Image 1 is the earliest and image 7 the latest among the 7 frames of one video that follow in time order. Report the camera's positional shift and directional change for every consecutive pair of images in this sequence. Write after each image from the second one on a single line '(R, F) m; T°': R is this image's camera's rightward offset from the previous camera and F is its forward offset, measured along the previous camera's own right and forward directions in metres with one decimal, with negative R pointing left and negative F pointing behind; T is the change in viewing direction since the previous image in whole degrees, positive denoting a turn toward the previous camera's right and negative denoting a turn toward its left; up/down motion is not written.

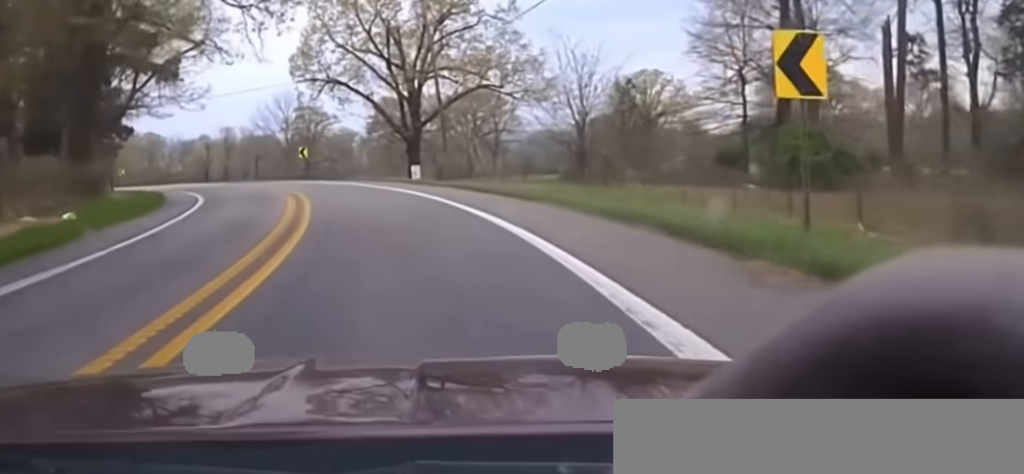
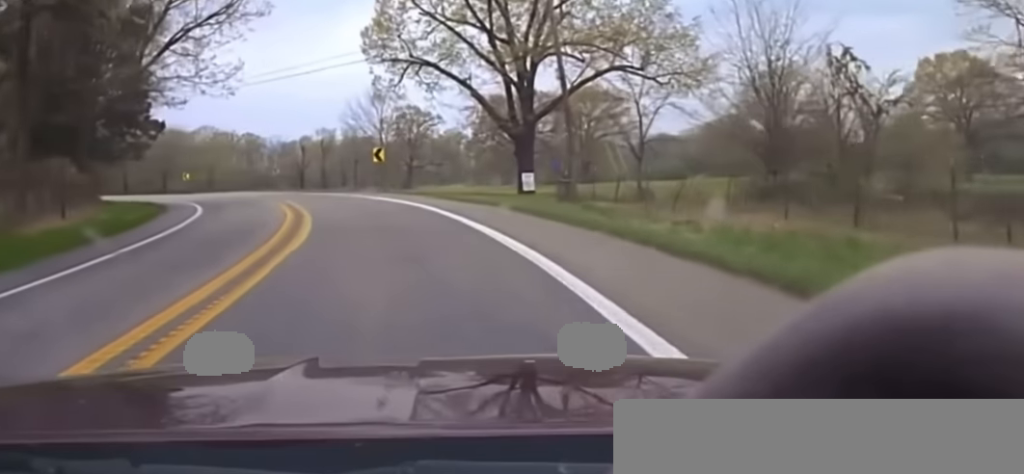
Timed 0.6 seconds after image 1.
(-0.1, +20.0) m; -4°
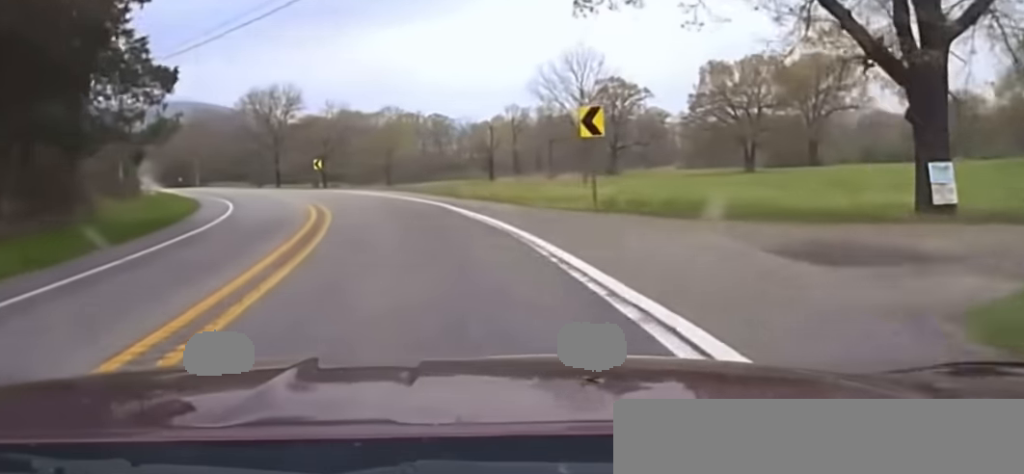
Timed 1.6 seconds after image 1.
(-2.9, +31.5) m; -11°
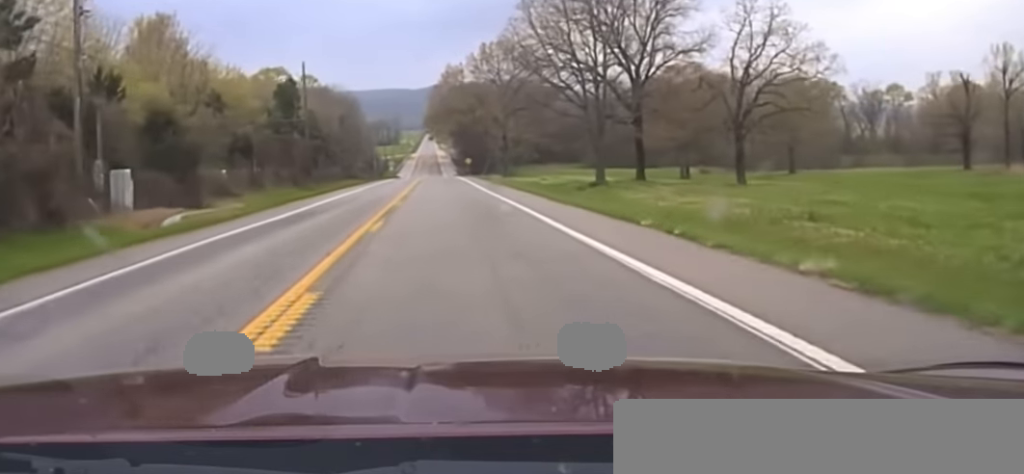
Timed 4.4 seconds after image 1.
(-16.7, +85.1) m; -17°
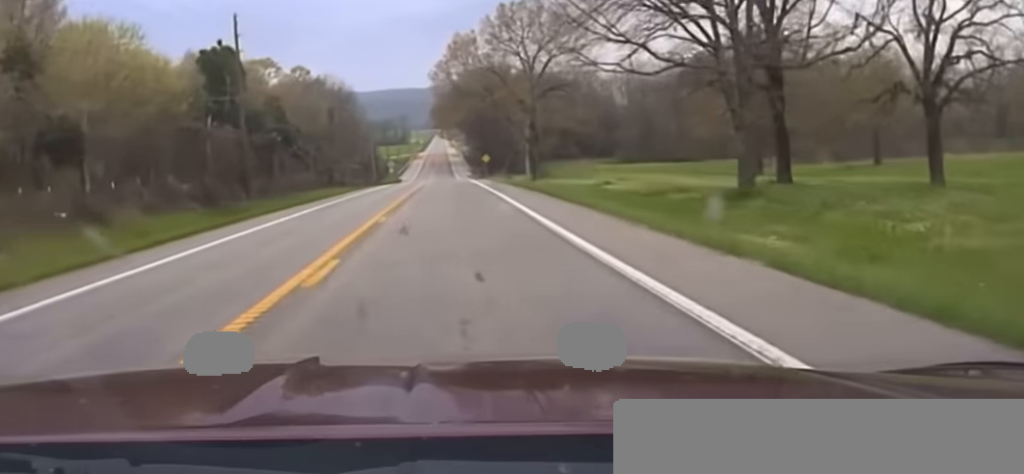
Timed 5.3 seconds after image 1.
(-0.6, +34.9) m; -1°
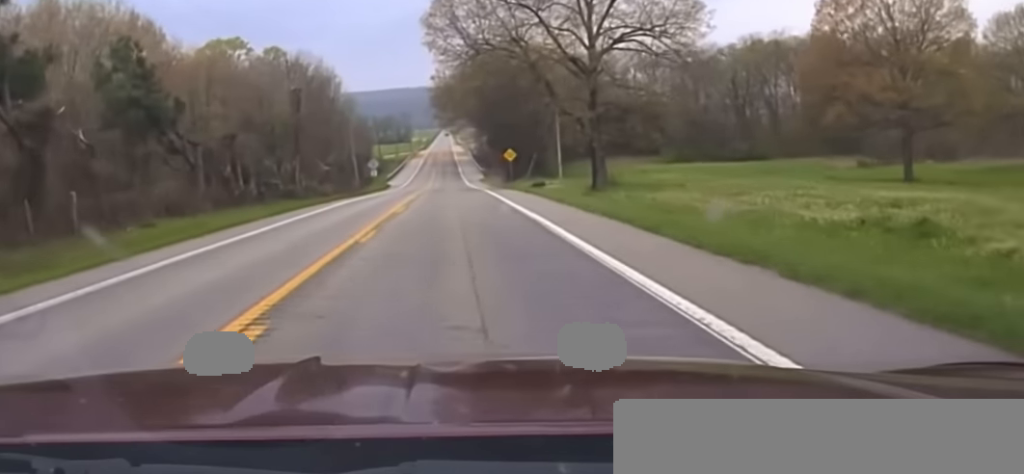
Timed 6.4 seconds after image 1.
(-0.4, +46.2) m; -1°
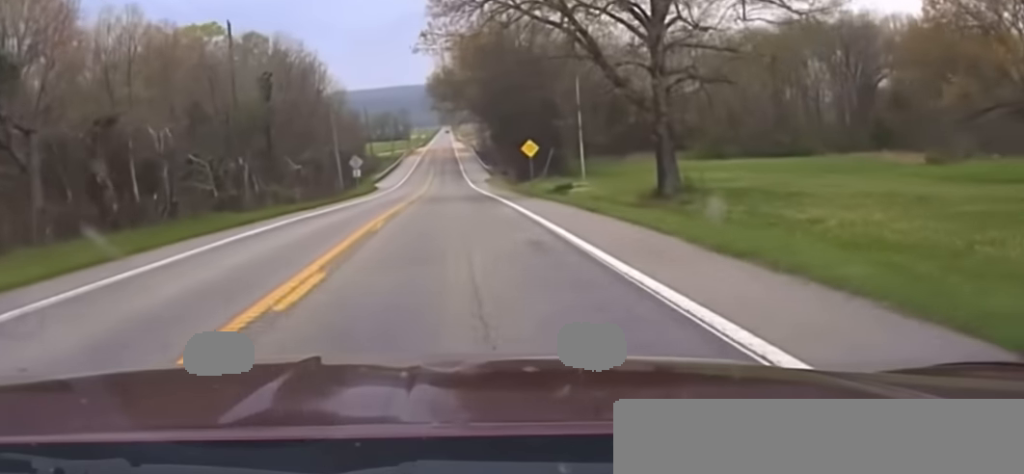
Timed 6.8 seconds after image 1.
(0.0, +20.8) m; 0°
